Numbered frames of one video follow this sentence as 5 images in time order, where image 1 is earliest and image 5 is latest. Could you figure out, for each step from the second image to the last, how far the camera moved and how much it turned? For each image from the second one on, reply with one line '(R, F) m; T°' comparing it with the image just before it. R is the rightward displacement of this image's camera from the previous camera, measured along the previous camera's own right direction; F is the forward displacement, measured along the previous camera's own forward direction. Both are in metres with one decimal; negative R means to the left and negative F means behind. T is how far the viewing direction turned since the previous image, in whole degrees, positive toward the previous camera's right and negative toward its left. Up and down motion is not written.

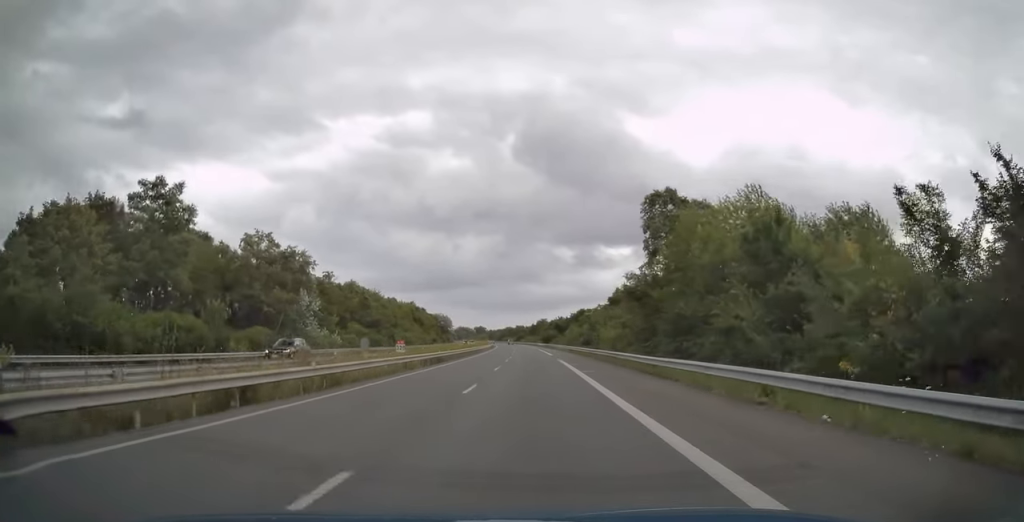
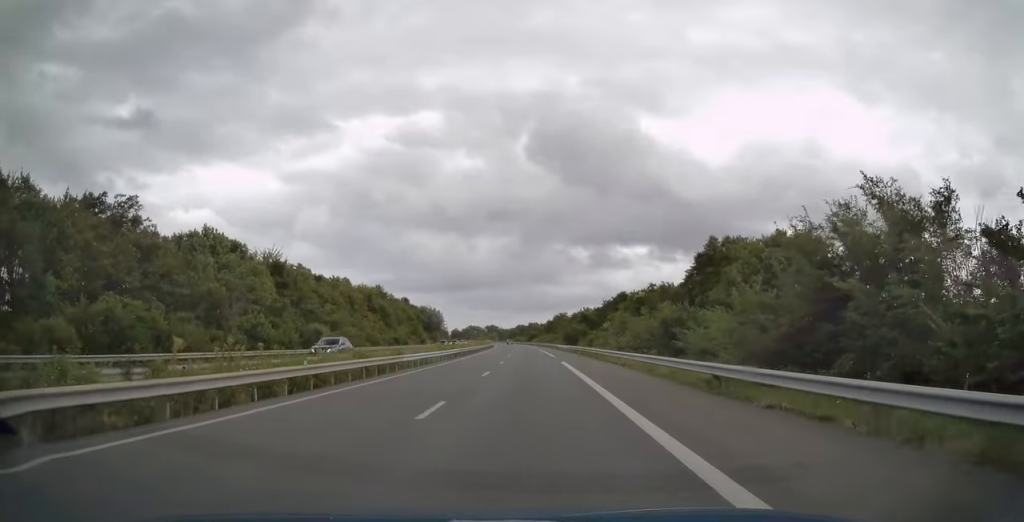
(-0.8, +56.8) m; -1°
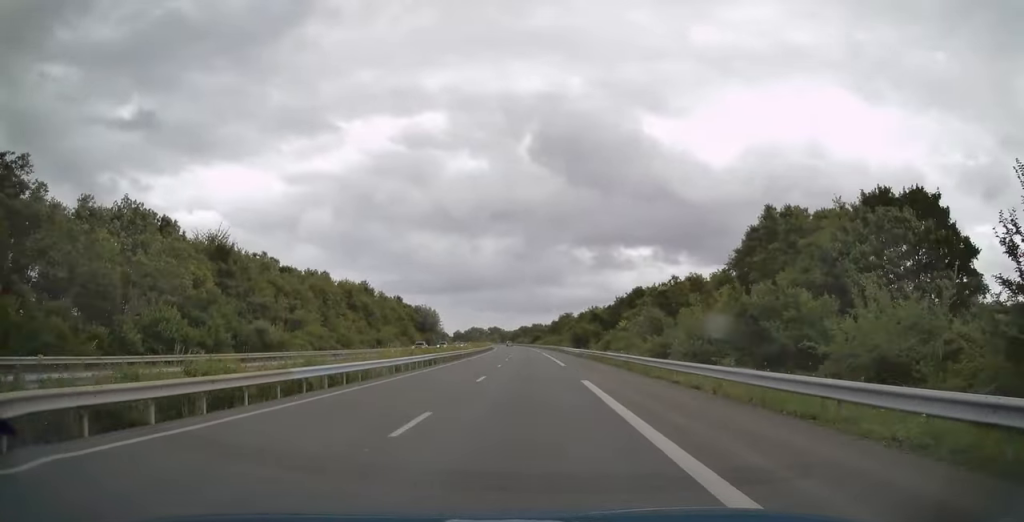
(0.0, +14.5) m; 0°
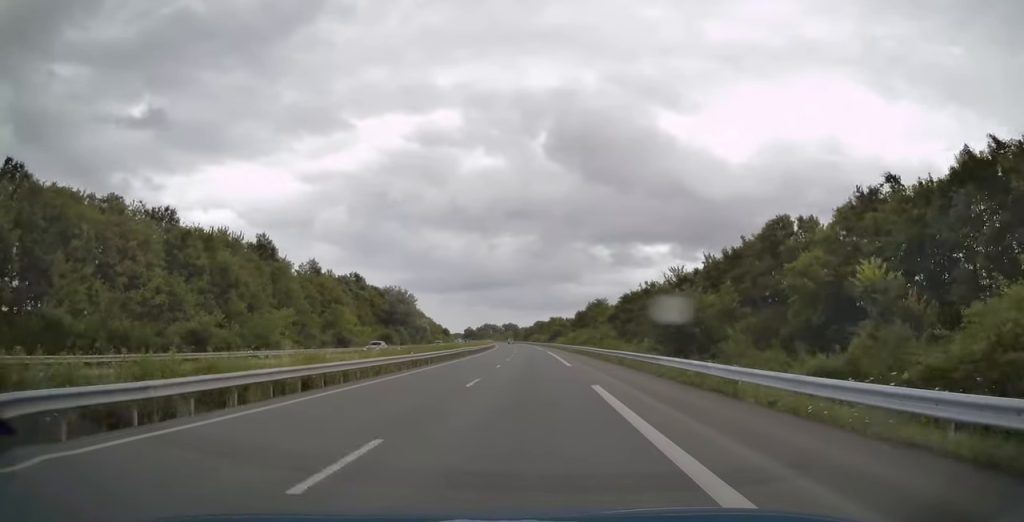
(-0.9, +54.6) m; -2°
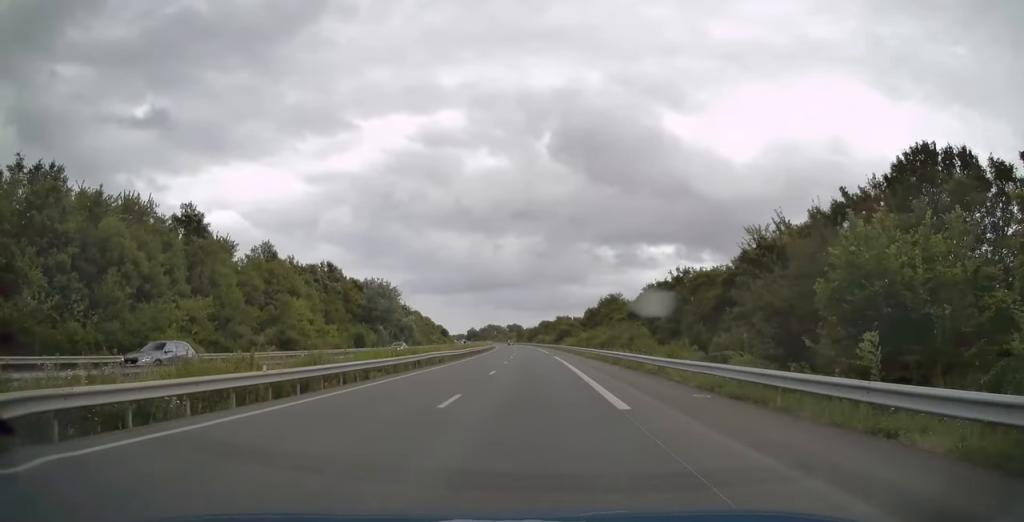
(-0.2, +18.2) m; 0°
